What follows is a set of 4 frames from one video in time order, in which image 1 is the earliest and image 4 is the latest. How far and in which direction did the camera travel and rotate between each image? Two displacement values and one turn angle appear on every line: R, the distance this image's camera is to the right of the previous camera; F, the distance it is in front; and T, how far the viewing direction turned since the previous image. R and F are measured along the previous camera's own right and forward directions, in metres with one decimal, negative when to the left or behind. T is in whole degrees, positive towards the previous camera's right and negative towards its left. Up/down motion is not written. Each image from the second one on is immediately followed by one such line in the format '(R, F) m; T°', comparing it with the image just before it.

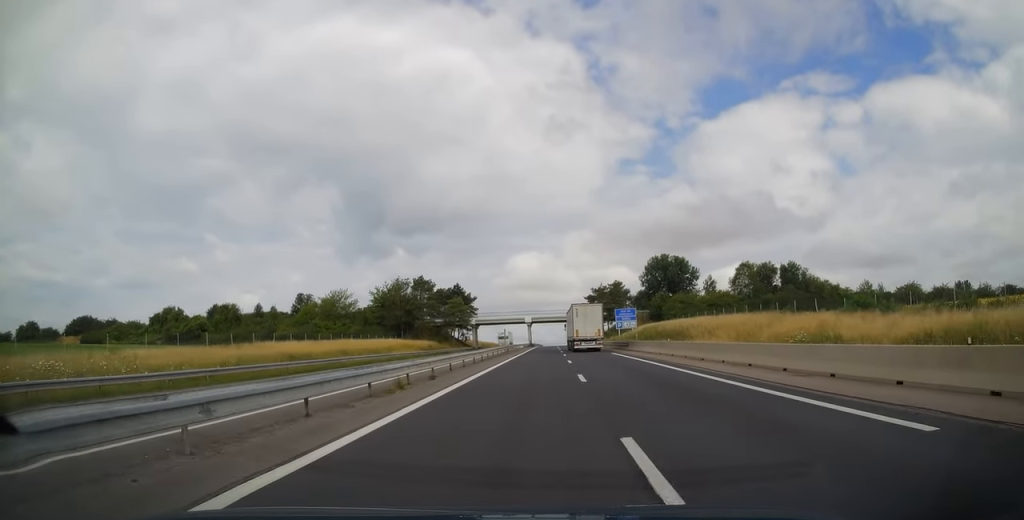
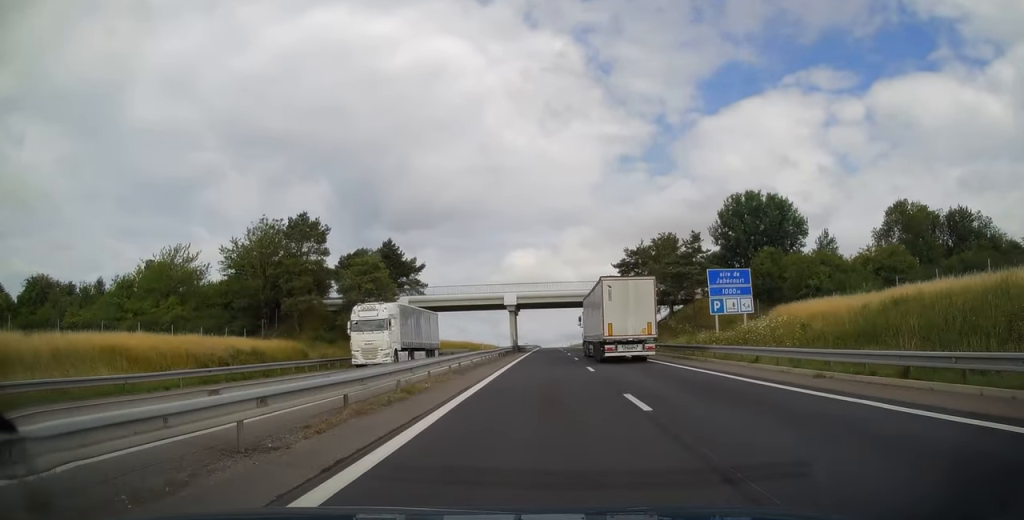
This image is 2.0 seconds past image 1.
(+0.1, +58.9) m; 0°
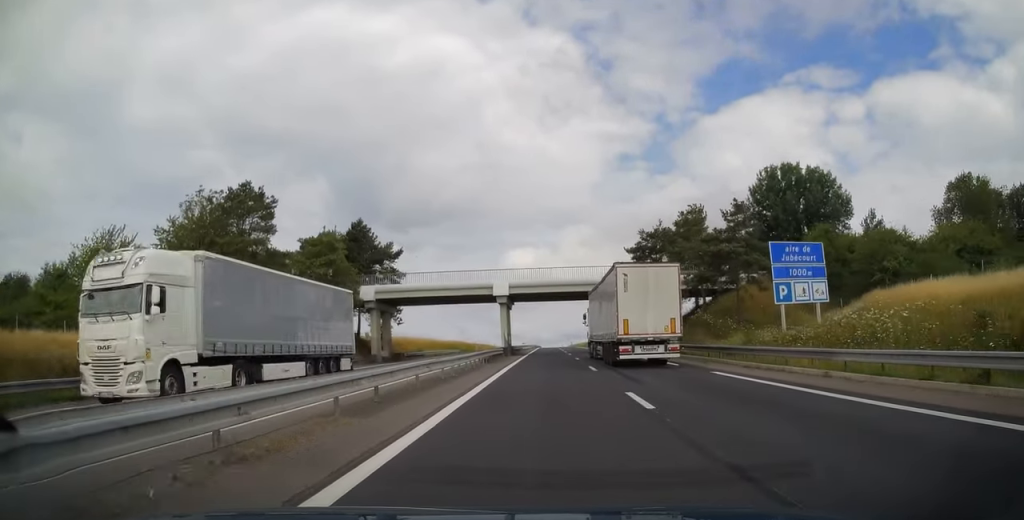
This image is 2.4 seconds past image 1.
(0.0, +12.7) m; 0°
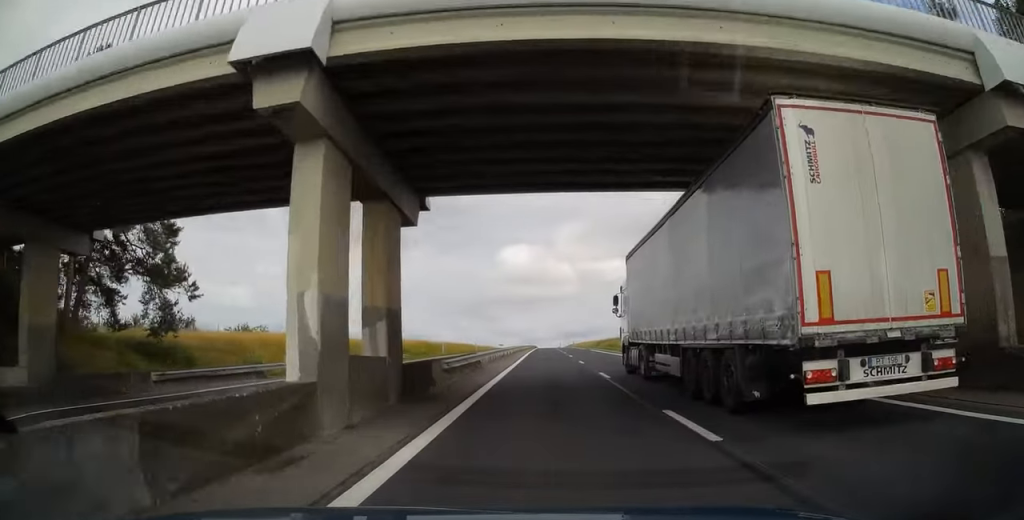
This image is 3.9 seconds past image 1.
(+0.4, +42.4) m; +1°
